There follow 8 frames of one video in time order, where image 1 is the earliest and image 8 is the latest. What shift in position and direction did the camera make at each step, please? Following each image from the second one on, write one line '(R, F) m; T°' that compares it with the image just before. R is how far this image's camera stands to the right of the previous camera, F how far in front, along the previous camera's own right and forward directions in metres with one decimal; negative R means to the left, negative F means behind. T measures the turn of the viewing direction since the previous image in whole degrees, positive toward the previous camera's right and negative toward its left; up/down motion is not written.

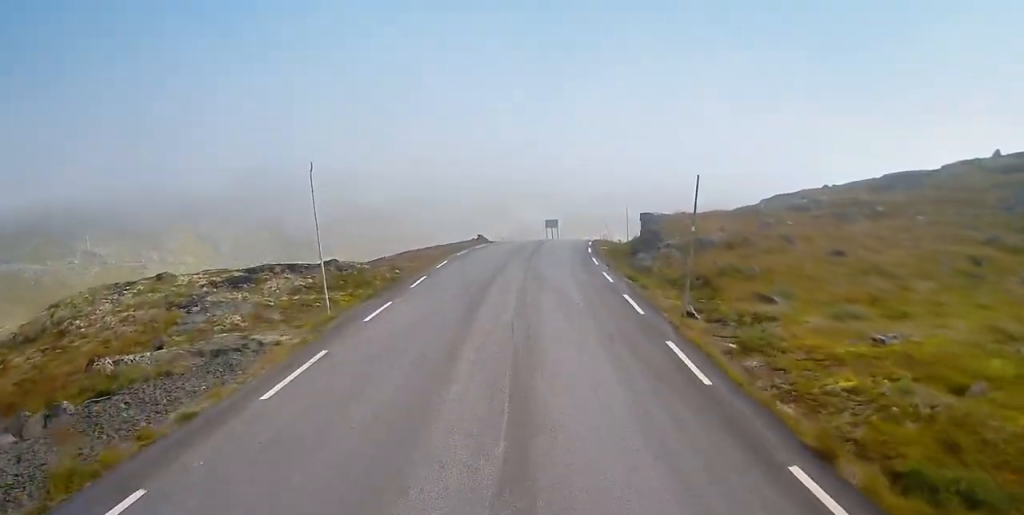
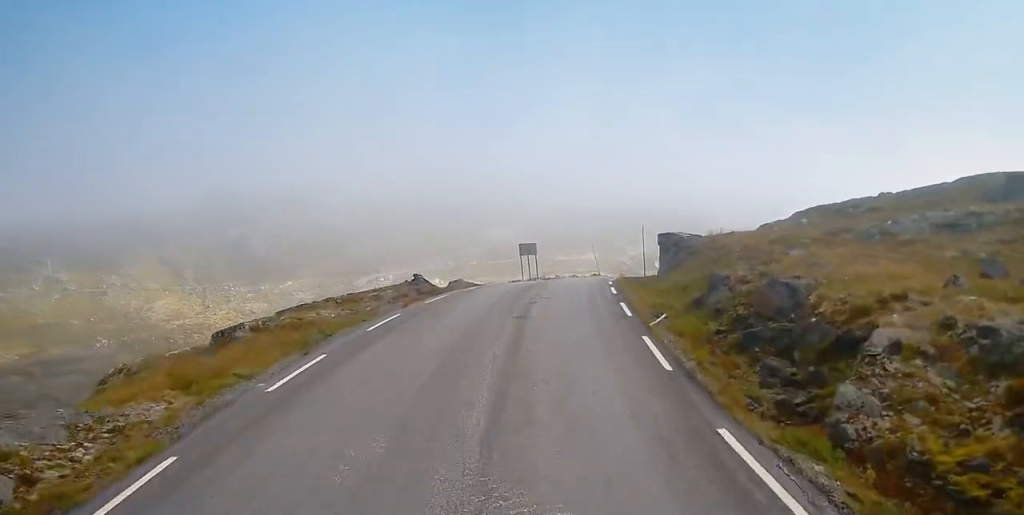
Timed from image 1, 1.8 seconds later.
(+0.4, +22.5) m; +2°
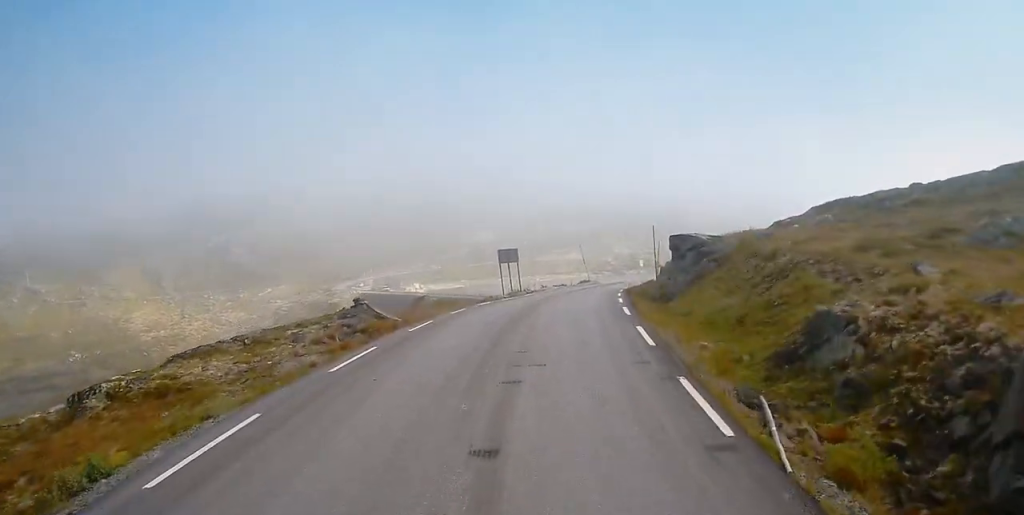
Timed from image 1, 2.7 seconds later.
(0.0, +9.6) m; +1°
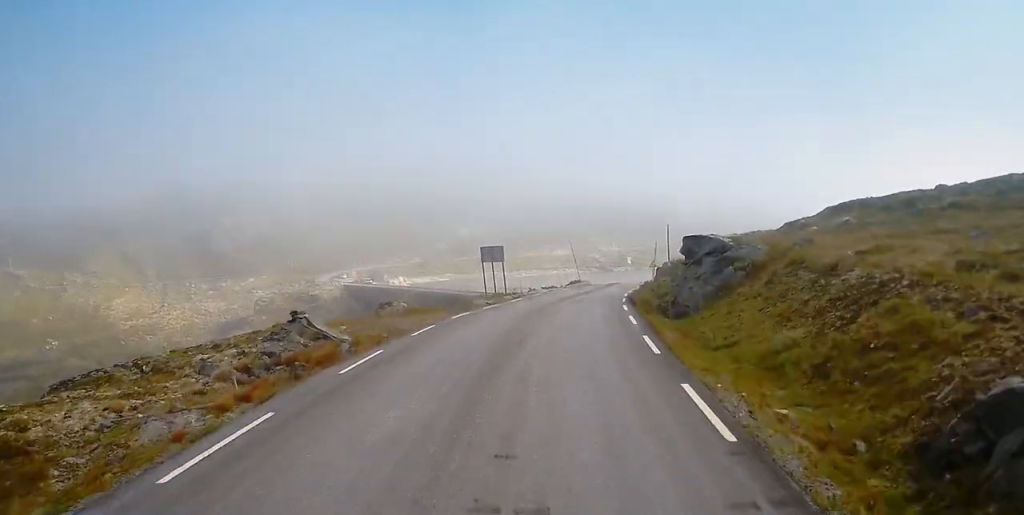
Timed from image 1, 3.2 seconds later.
(0.0, +6.1) m; +1°
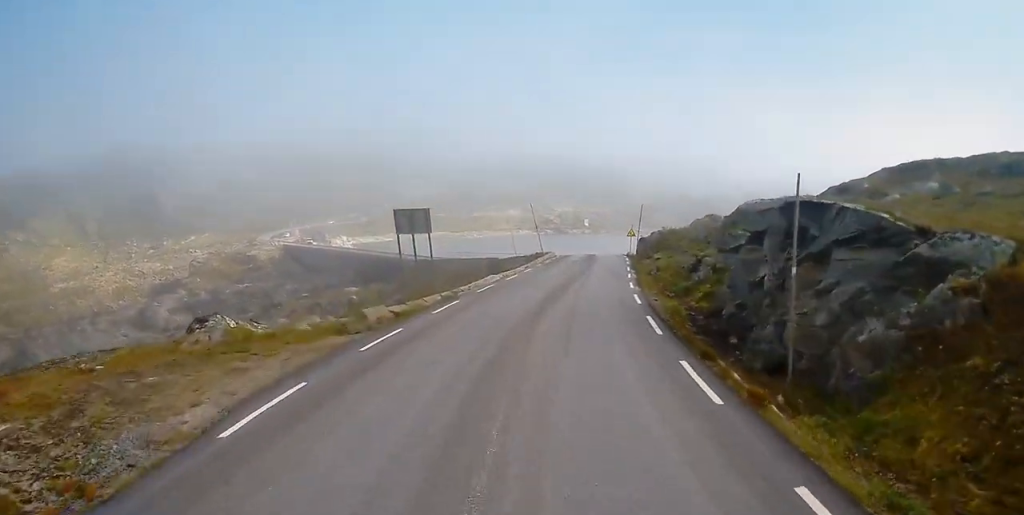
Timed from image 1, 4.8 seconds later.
(+0.3, +16.6) m; +3°
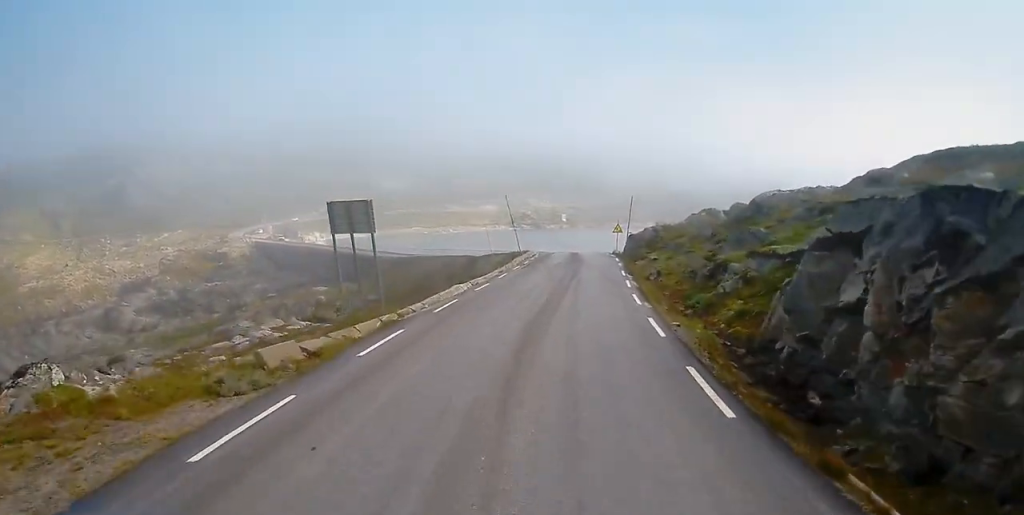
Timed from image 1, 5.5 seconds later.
(+0.1, +6.7) m; +1°
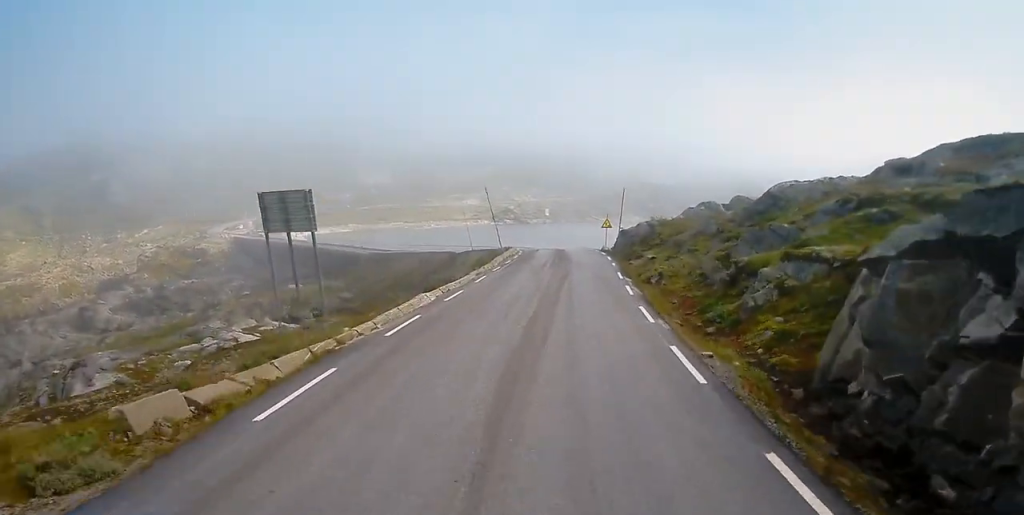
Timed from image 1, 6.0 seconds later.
(+0.1, +4.6) m; +1°
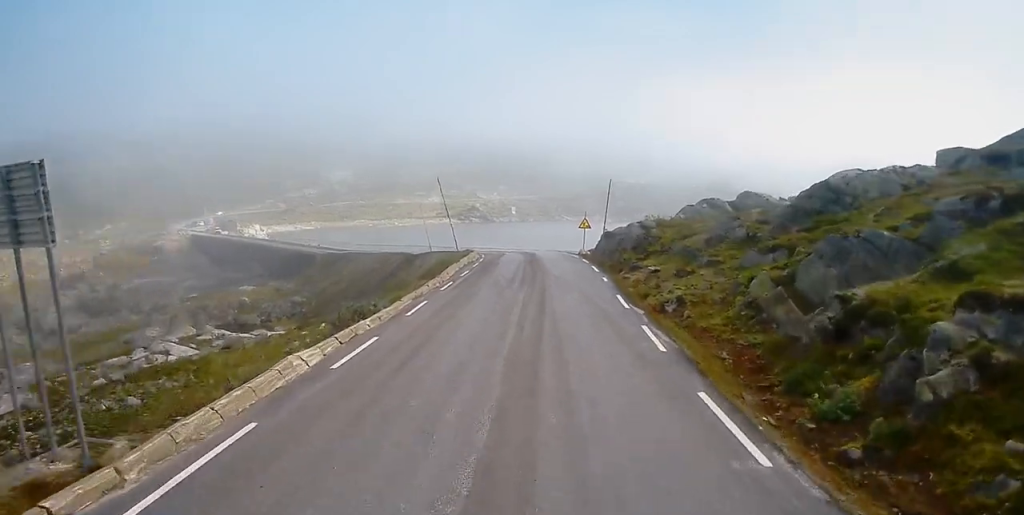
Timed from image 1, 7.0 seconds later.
(-0.1, +9.3) m; +1°
